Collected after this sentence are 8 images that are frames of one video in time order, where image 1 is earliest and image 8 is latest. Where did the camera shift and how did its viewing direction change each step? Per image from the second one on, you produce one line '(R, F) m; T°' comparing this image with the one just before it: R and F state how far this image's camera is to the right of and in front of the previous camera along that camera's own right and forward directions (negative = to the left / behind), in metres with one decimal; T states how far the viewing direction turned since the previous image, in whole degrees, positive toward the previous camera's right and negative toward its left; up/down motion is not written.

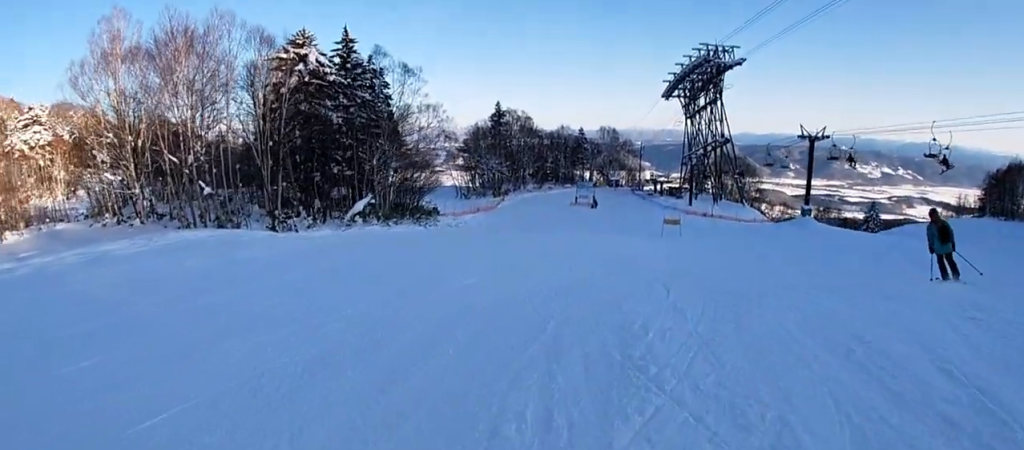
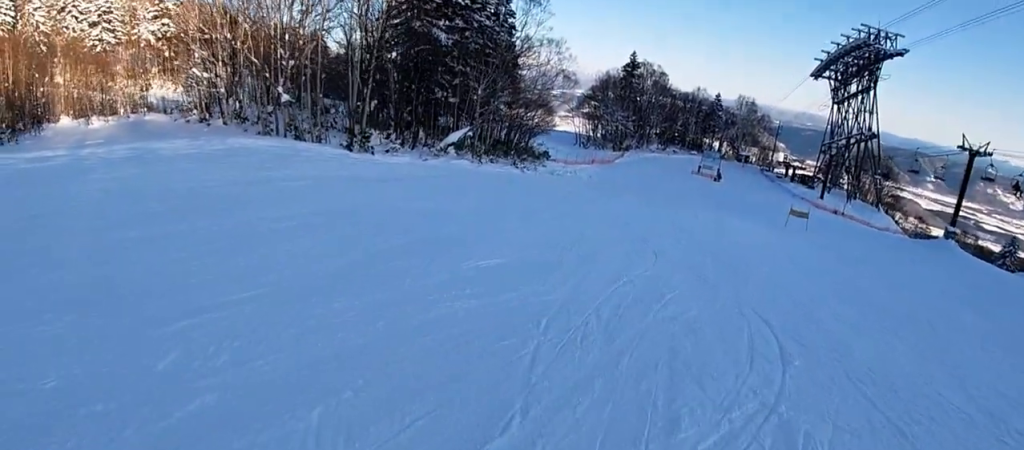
(-0.3, +4.0) m; -2°
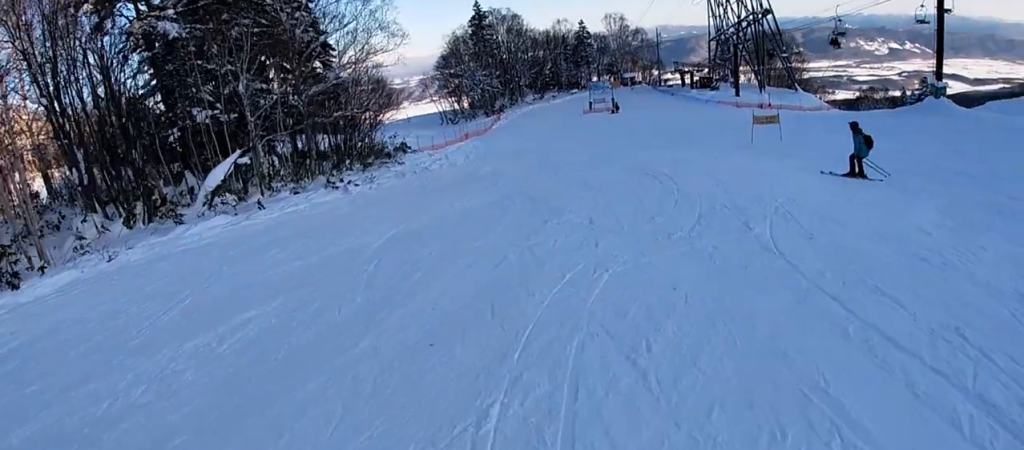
(+1.1, +15.7) m; +9°
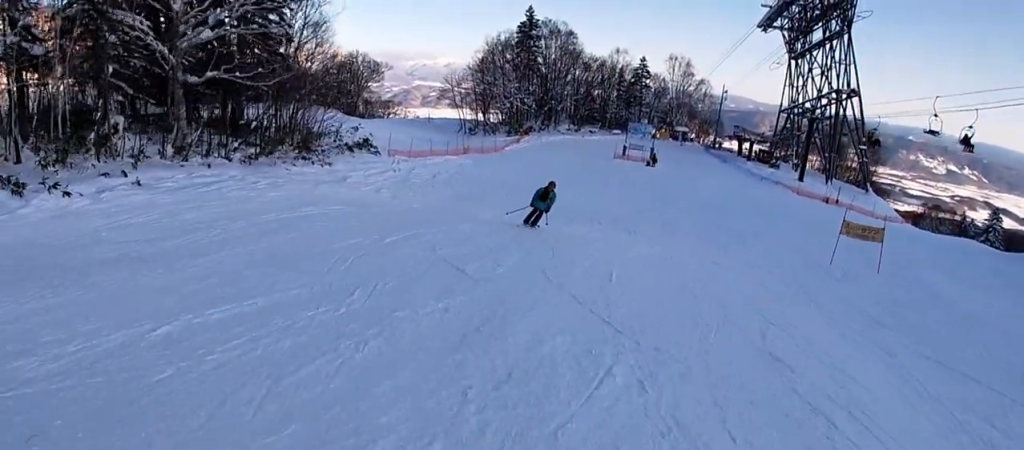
(-0.5, +14.7) m; -2°
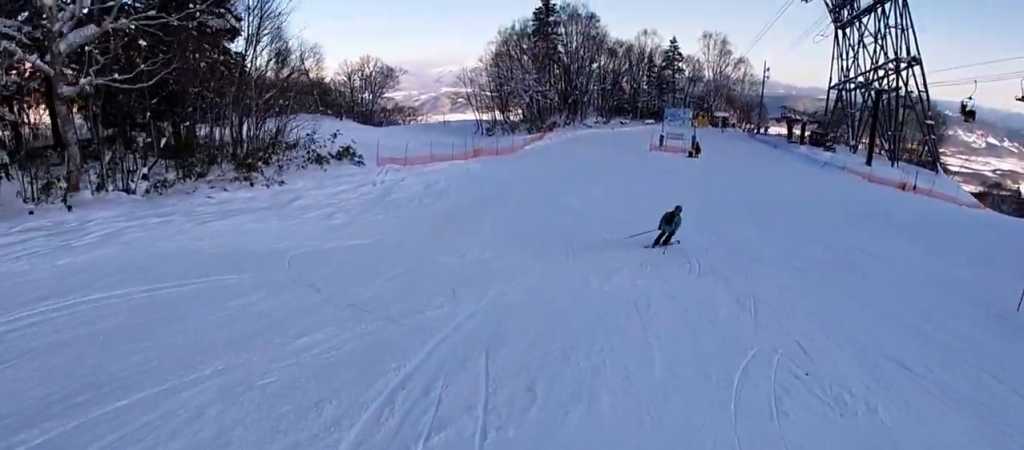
(+0.2, +8.8) m; +2°
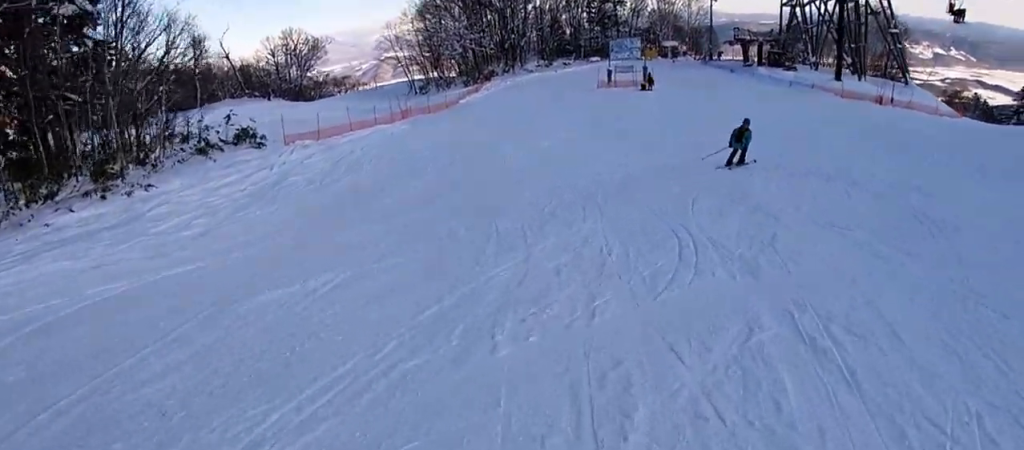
(-0.3, +5.2) m; +3°
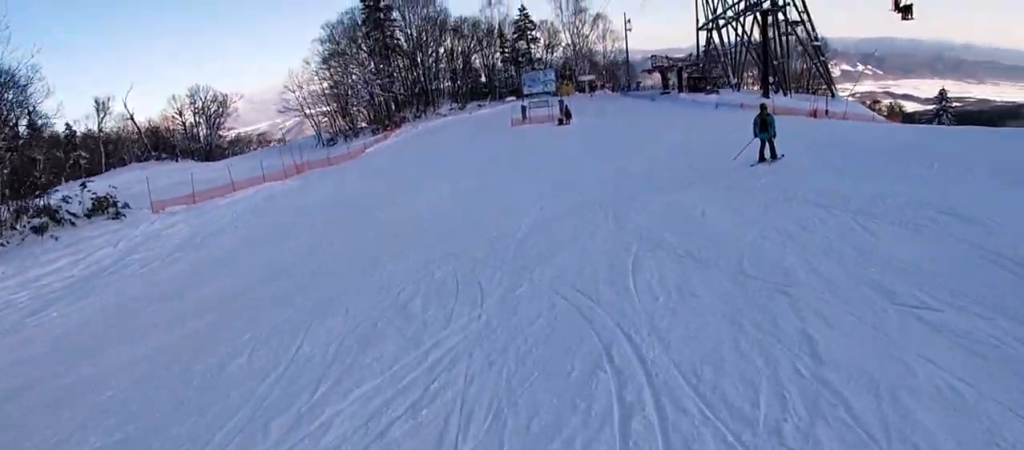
(+0.1, +4.7) m; +2°
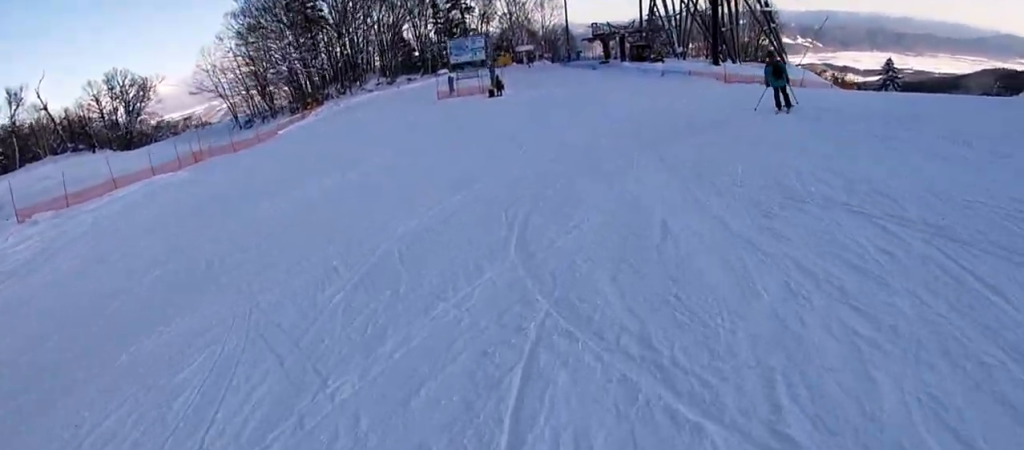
(+0.5, +4.1) m; +1°
